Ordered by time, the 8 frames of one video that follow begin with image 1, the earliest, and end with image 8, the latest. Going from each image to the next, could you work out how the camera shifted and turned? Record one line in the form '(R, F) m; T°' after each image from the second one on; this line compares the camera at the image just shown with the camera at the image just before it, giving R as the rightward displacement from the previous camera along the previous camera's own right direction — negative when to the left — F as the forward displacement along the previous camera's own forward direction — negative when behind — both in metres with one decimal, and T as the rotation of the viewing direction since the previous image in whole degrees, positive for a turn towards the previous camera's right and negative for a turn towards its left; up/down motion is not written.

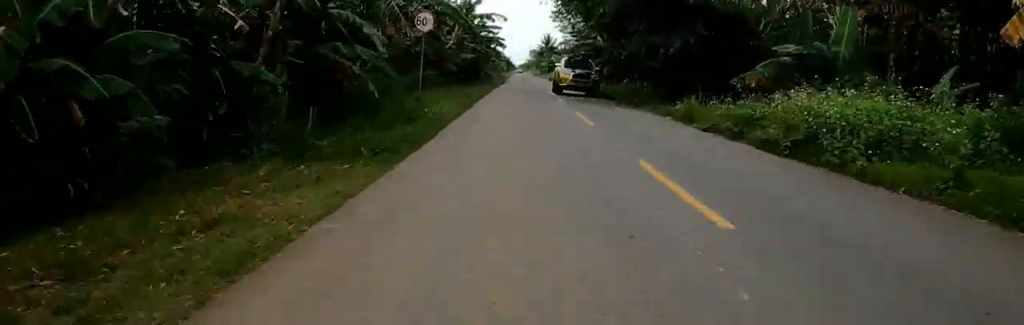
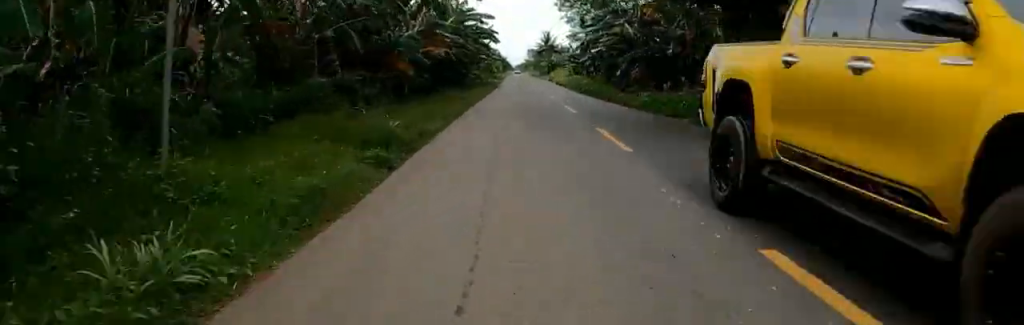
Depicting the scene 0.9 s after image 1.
(0.0, +11.8) m; +1°
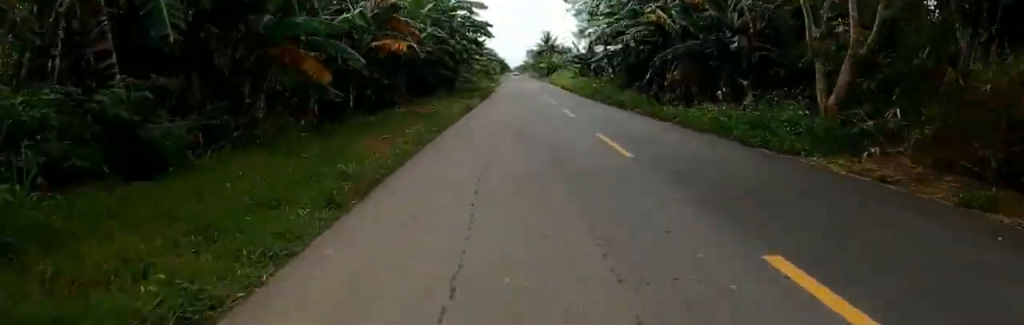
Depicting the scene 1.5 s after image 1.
(-0.3, +8.1) m; +3°
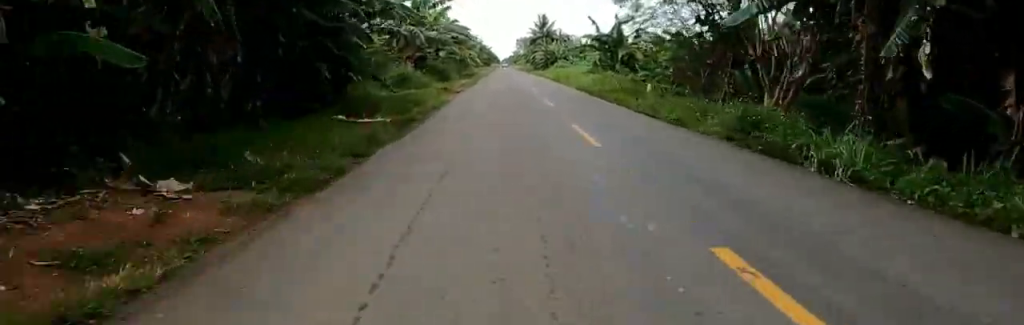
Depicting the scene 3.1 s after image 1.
(+1.1, +22.9) m; -1°
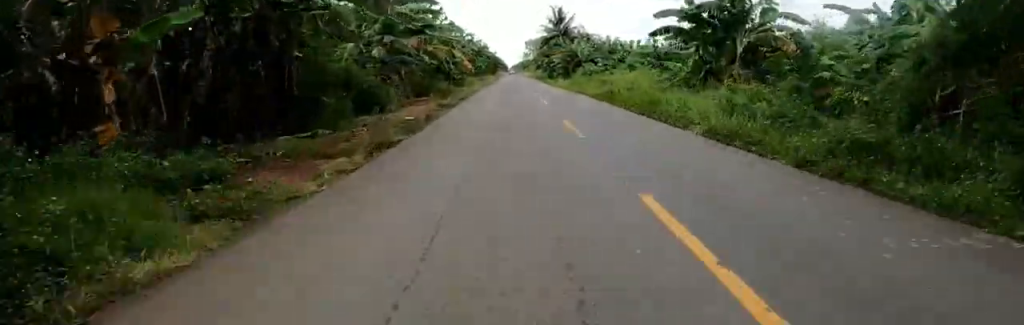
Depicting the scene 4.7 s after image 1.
(-1.0, +22.7) m; -3°
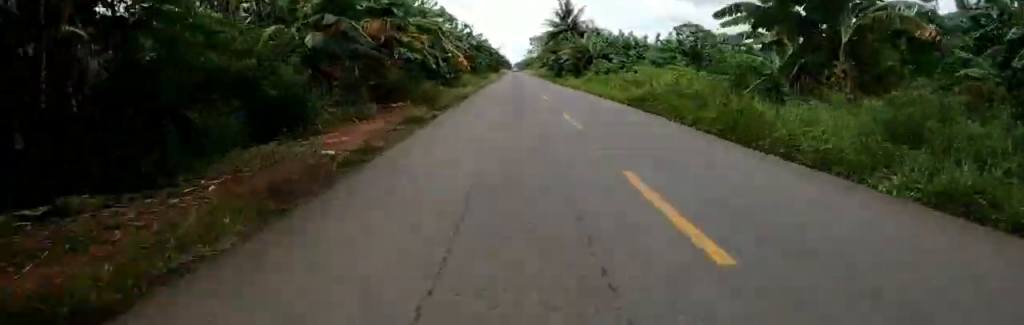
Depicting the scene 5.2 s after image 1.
(0.0, +7.3) m; 0°
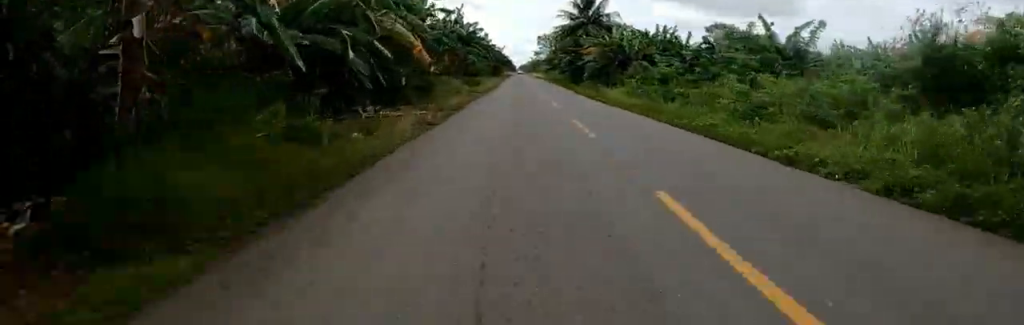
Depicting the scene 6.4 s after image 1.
(+0.1, +17.5) m; 0°
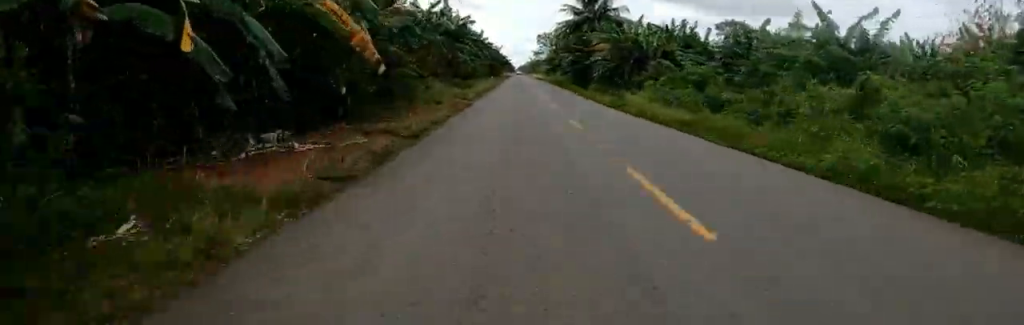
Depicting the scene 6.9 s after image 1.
(0.0, +6.7) m; 0°
